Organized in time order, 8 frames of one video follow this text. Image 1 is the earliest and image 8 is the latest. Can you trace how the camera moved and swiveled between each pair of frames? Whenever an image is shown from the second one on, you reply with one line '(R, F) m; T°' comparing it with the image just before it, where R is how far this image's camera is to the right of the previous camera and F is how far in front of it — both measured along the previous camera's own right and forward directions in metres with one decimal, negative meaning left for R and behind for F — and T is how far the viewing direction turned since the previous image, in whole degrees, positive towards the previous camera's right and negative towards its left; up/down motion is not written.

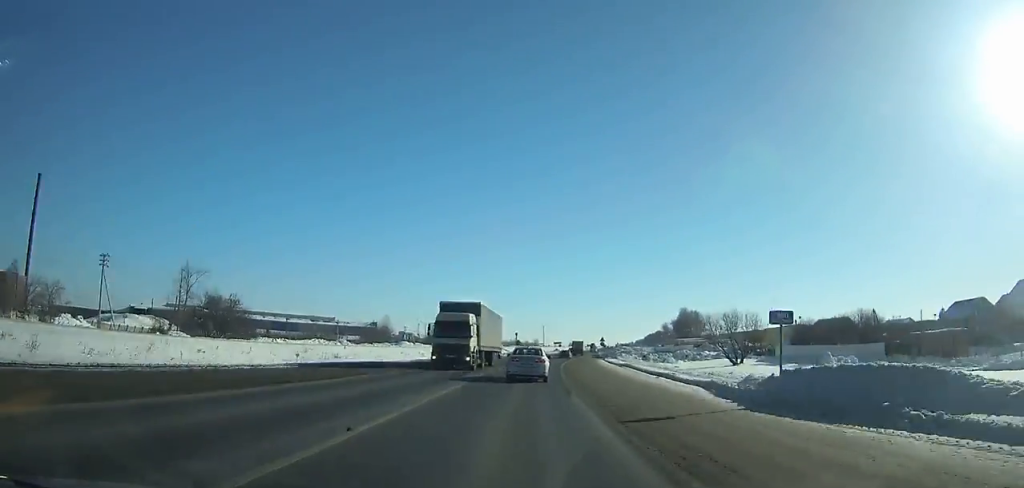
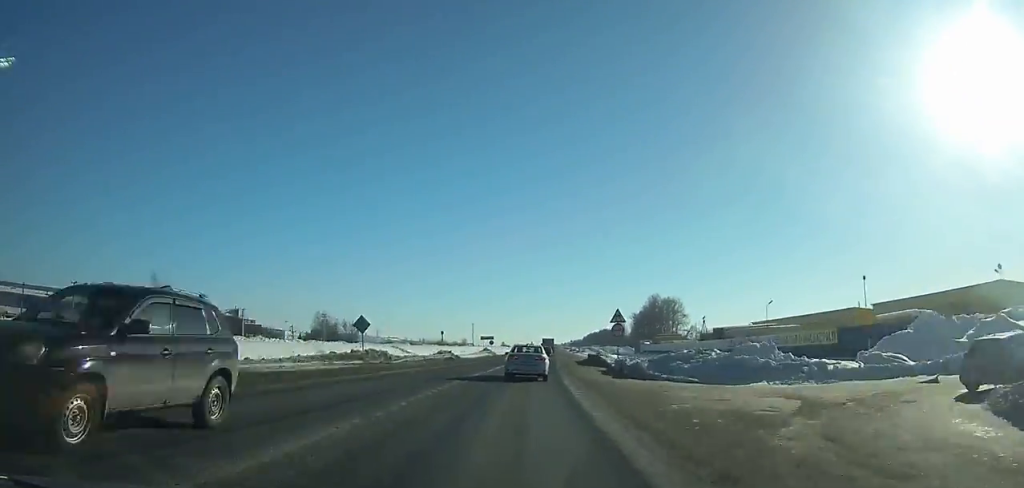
(+4.5, +79.3) m; +6°
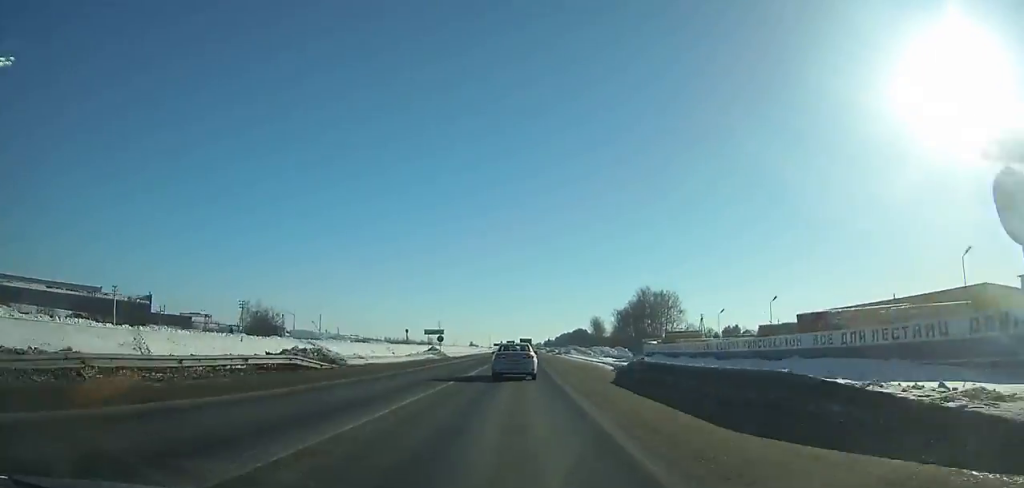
(+1.0, +35.0) m; +1°
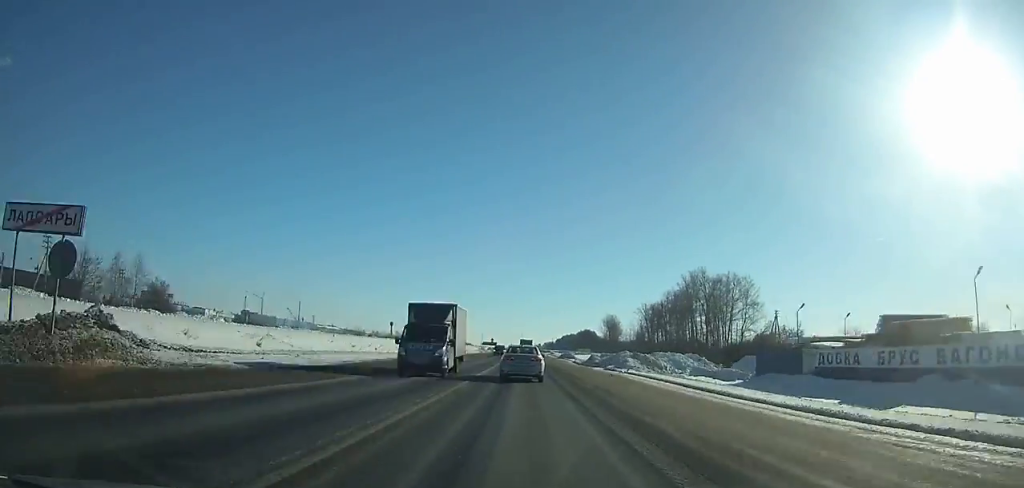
(+0.8, +65.7) m; +1°
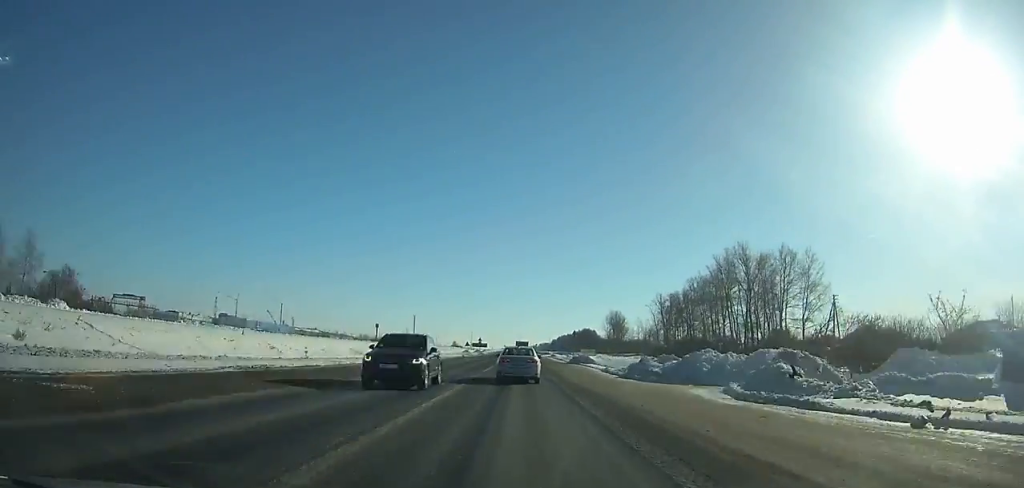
(0.0, +32.6) m; 0°
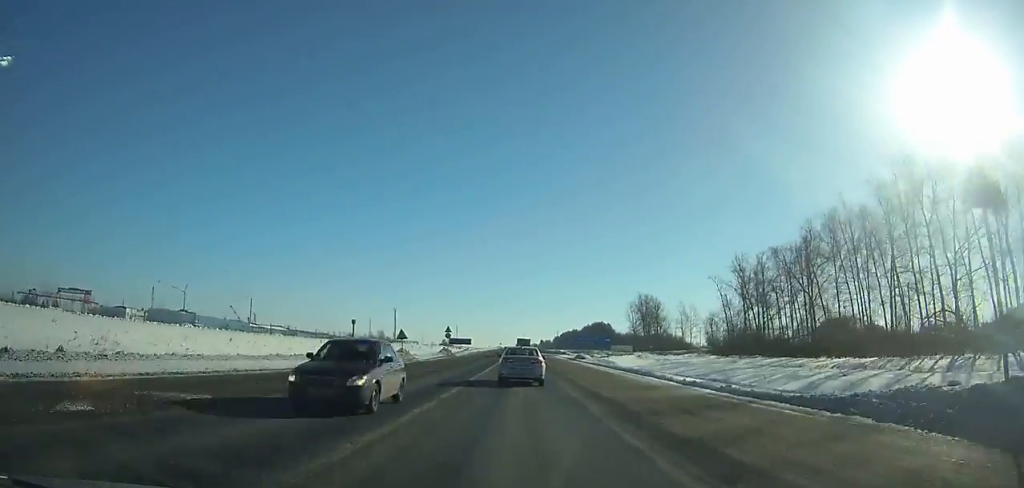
(0.0, +66.4) m; 0°
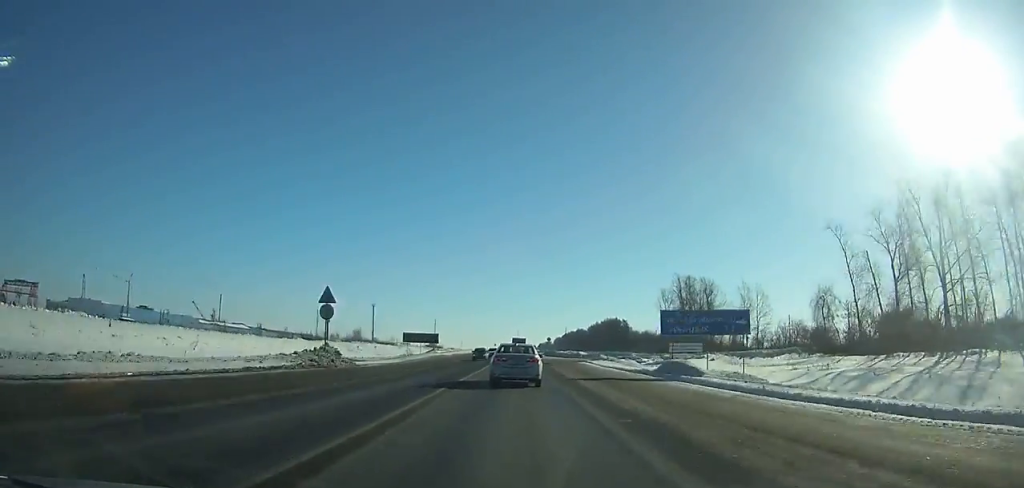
(0.0, +54.1) m; 0°
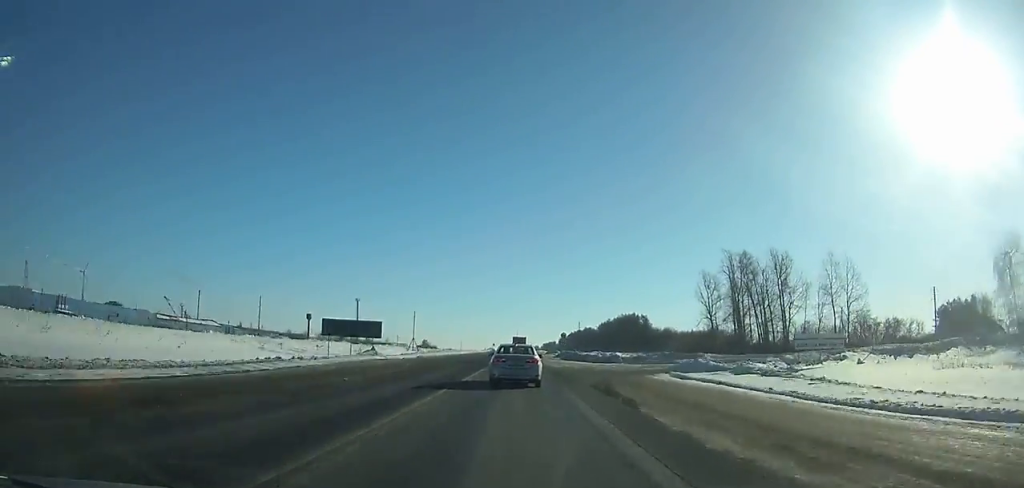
(0.0, +38.7) m; 0°
